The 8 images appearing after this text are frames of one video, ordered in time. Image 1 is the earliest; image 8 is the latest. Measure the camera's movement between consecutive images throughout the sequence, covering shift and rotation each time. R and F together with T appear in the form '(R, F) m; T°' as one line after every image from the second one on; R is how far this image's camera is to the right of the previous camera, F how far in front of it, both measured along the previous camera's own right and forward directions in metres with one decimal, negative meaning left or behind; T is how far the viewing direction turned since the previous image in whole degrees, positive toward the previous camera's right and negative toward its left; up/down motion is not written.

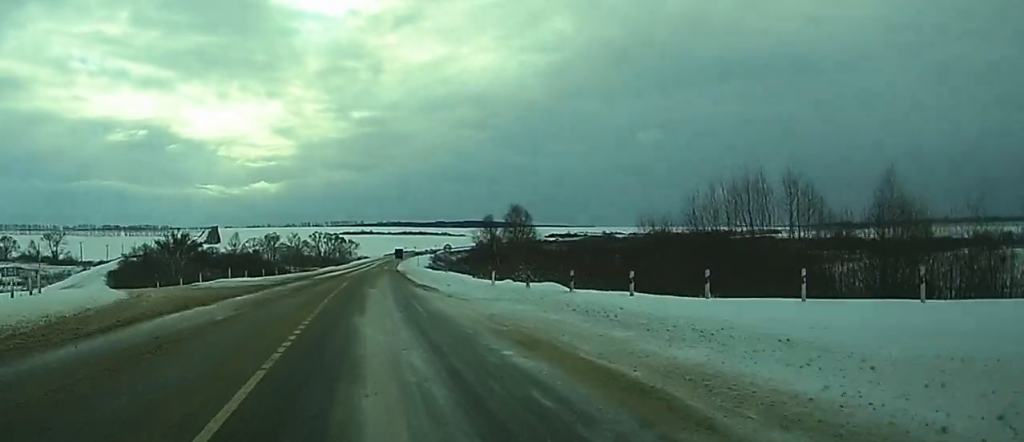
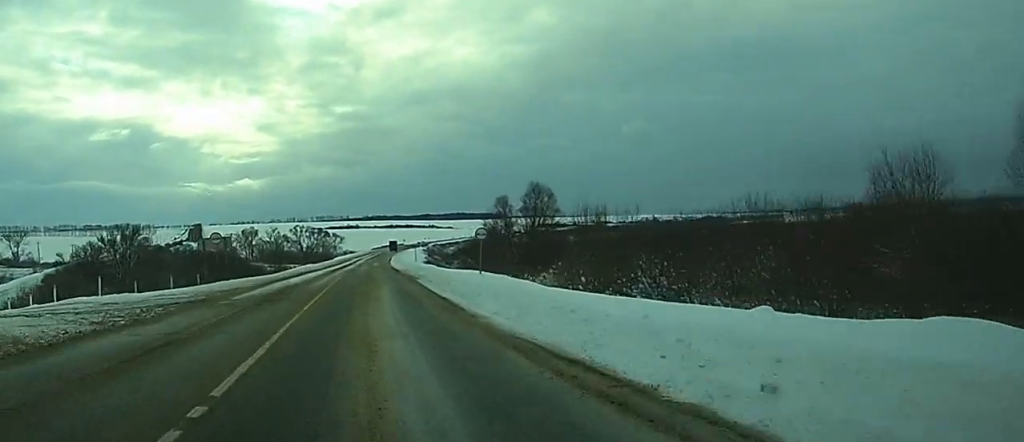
(+0.3, +30.1) m; +1°
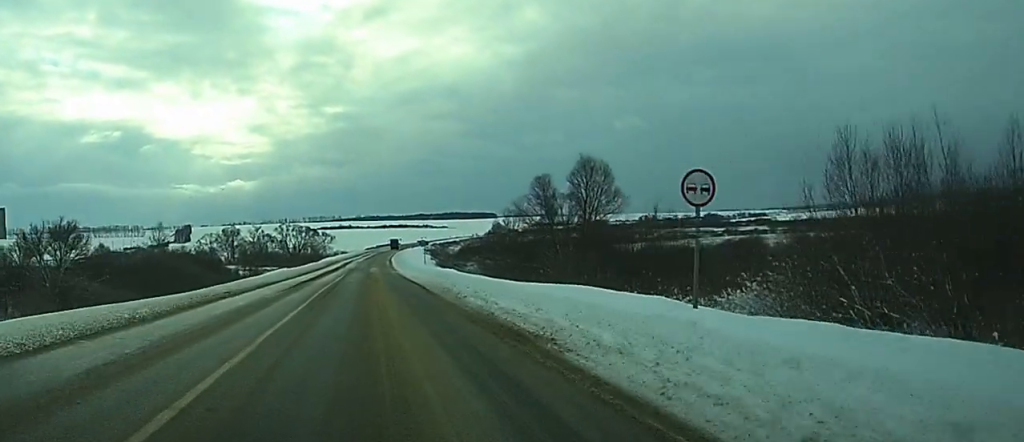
(+0.2, +31.7) m; +1°
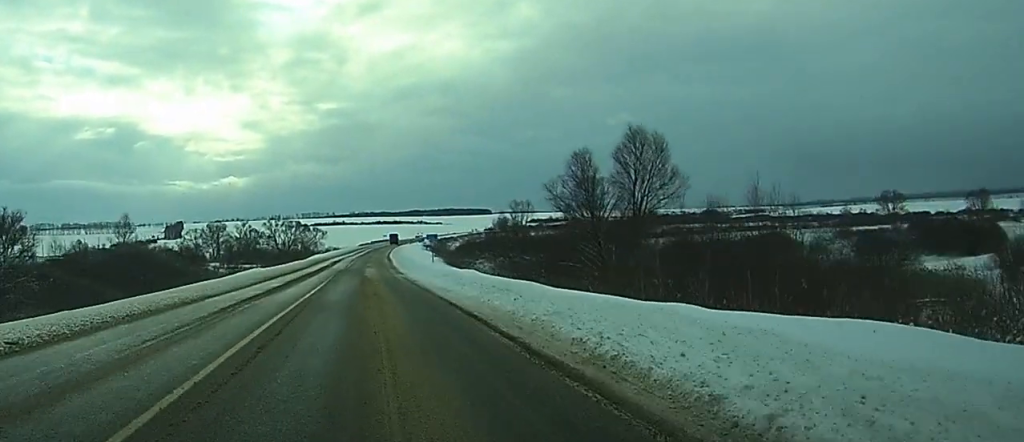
(+0.1, +18.6) m; +1°
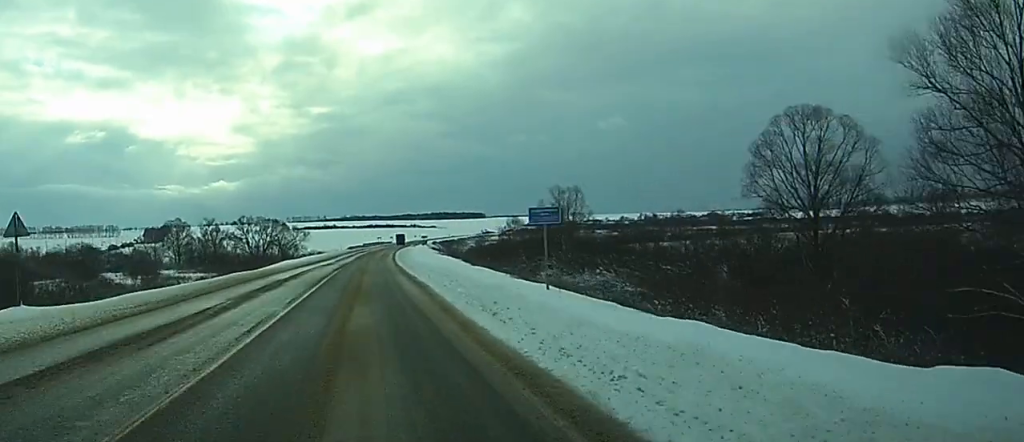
(+0.5, +51.1) m; +1°
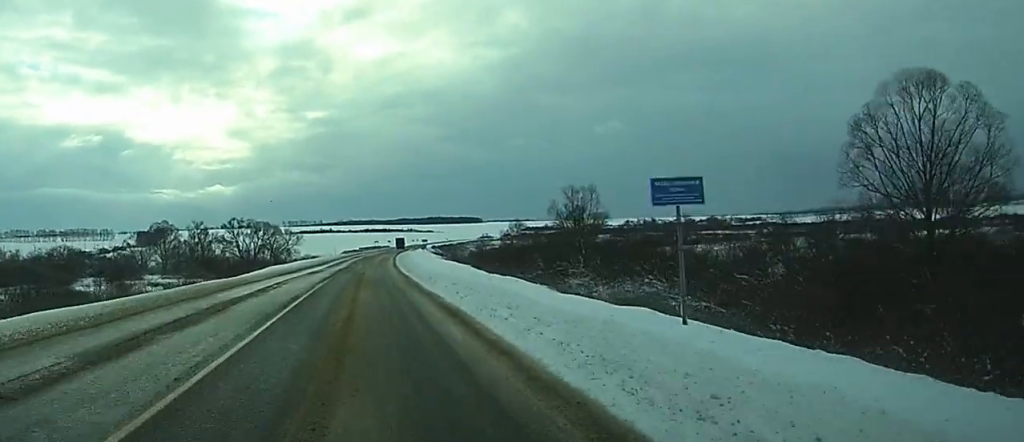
(0.0, +11.8) m; 0°
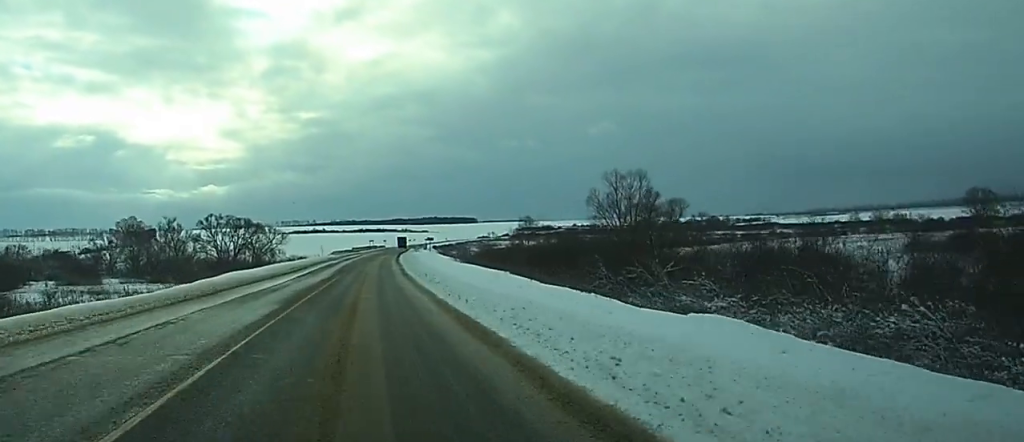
(-0.1, +26.6) m; +1°
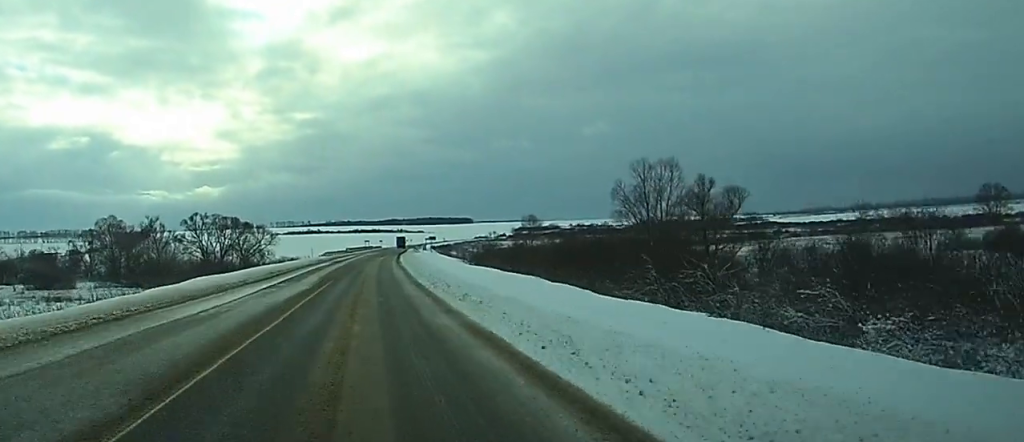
(+0.4, +12.9) m; 0°
